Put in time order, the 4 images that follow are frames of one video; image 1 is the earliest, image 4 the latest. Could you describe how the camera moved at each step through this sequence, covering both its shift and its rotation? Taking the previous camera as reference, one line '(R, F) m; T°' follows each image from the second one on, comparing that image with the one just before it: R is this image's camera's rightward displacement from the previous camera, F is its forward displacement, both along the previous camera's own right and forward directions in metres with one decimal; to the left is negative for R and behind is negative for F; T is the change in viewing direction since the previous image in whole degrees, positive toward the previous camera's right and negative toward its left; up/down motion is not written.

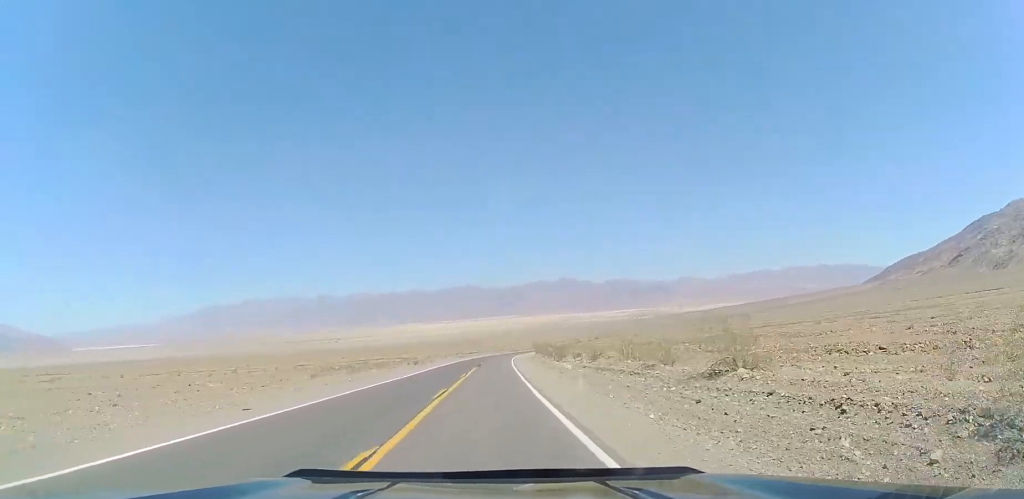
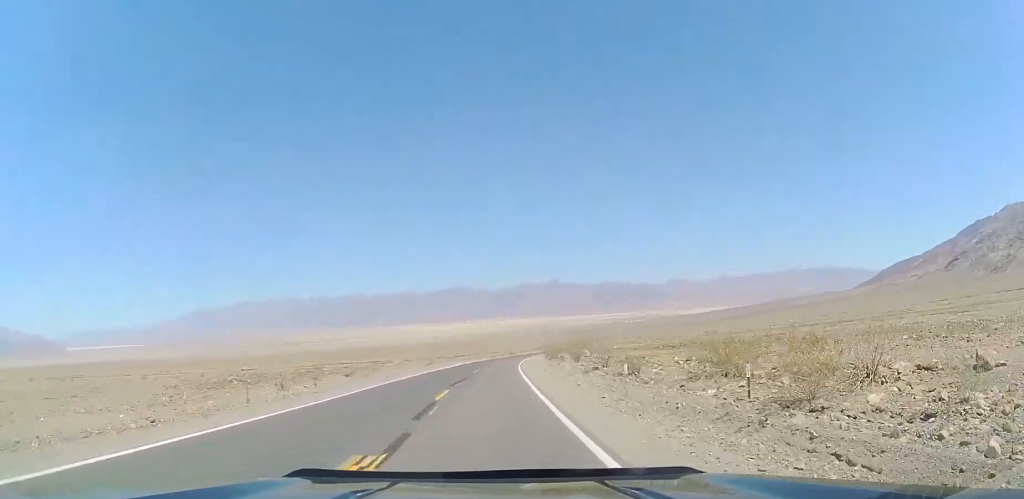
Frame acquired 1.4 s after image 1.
(+0.5, +43.6) m; +2°
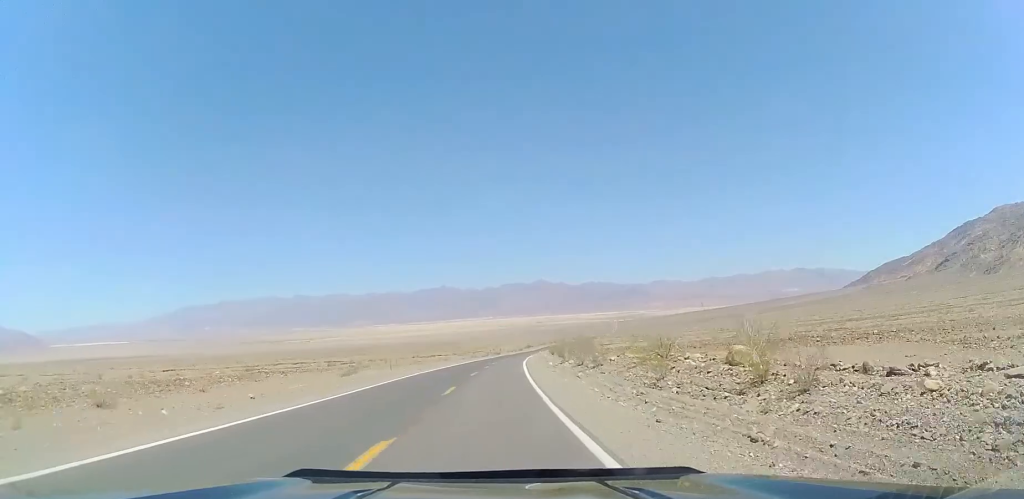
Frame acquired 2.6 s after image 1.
(+0.6, +36.4) m; +2°
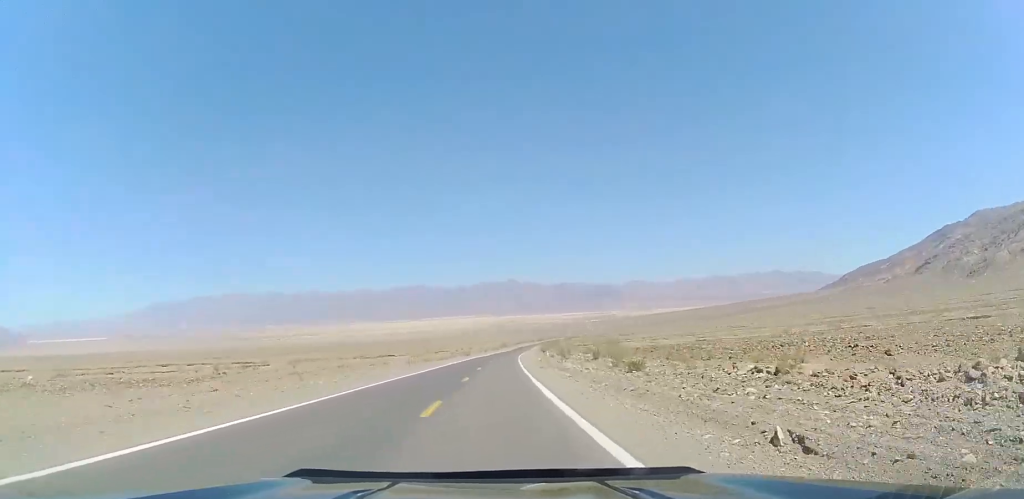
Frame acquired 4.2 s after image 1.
(+1.6, +51.2) m; +4°
